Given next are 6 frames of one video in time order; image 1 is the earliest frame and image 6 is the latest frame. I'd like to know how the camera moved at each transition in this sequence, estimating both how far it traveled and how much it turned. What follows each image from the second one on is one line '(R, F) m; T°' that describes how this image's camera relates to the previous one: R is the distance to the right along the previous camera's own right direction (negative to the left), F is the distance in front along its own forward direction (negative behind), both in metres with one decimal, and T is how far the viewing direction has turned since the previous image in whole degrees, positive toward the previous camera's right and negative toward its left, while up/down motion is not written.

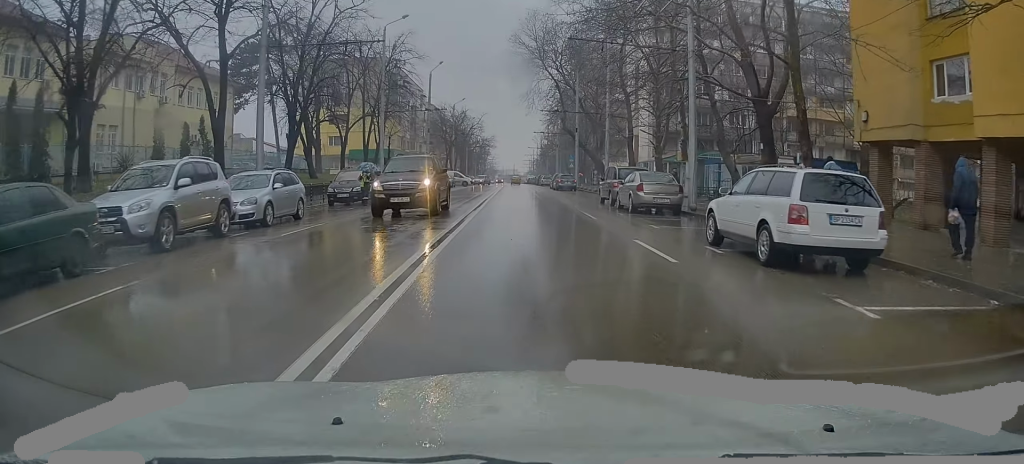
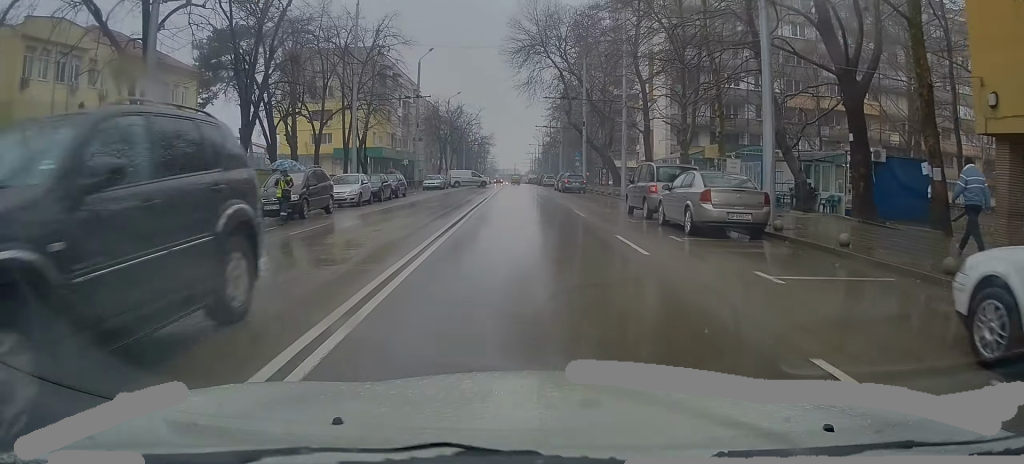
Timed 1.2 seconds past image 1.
(+0.1, +7.5) m; -1°
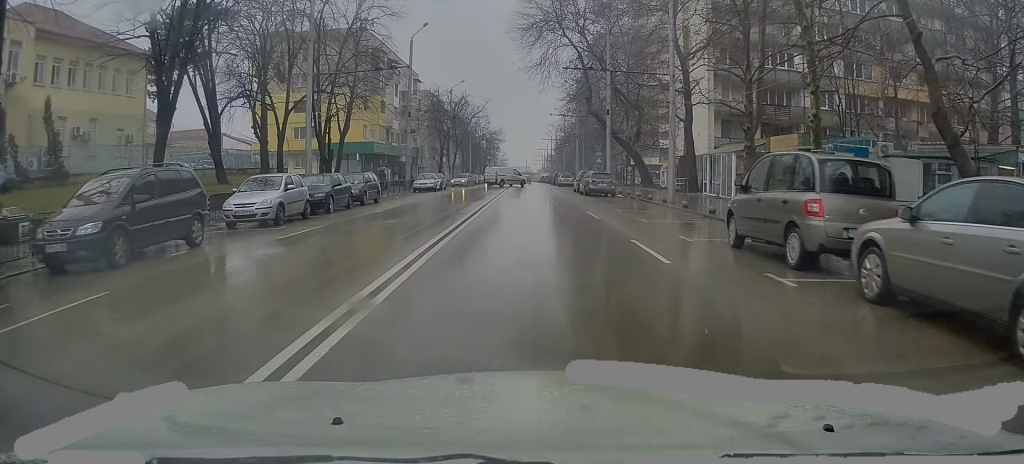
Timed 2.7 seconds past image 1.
(-0.5, +11.0) m; -4°
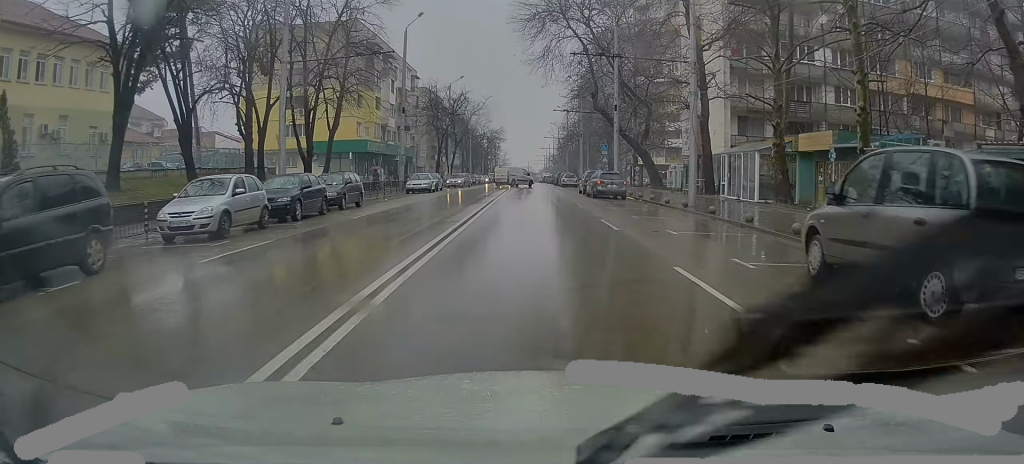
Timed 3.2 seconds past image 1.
(-0.1, +3.6) m; 0°
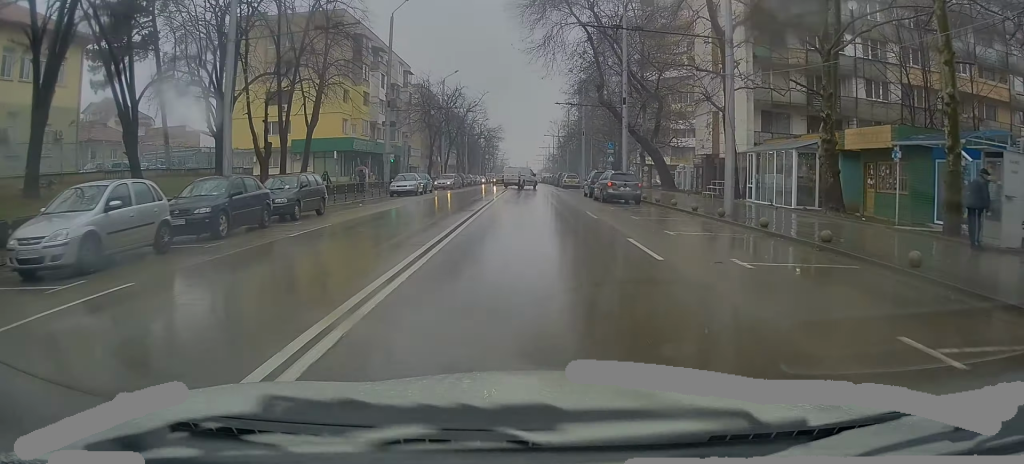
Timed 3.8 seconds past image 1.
(+0.1, +5.1) m; +2°
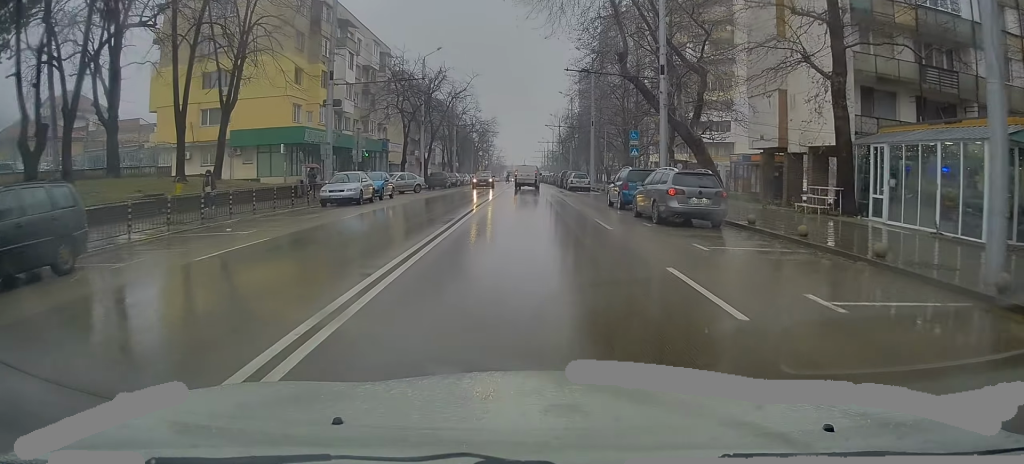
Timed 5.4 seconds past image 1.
(+0.3, +12.9) m; -1°
